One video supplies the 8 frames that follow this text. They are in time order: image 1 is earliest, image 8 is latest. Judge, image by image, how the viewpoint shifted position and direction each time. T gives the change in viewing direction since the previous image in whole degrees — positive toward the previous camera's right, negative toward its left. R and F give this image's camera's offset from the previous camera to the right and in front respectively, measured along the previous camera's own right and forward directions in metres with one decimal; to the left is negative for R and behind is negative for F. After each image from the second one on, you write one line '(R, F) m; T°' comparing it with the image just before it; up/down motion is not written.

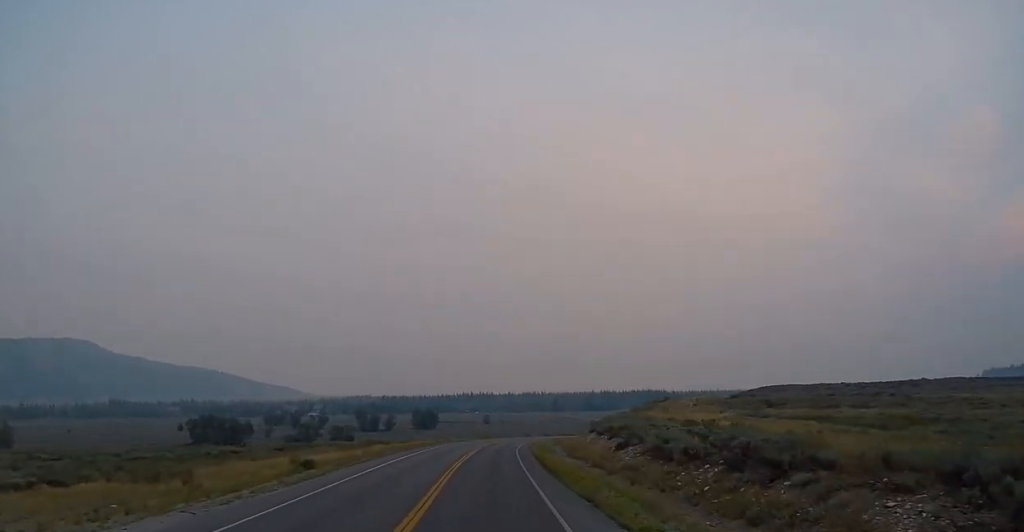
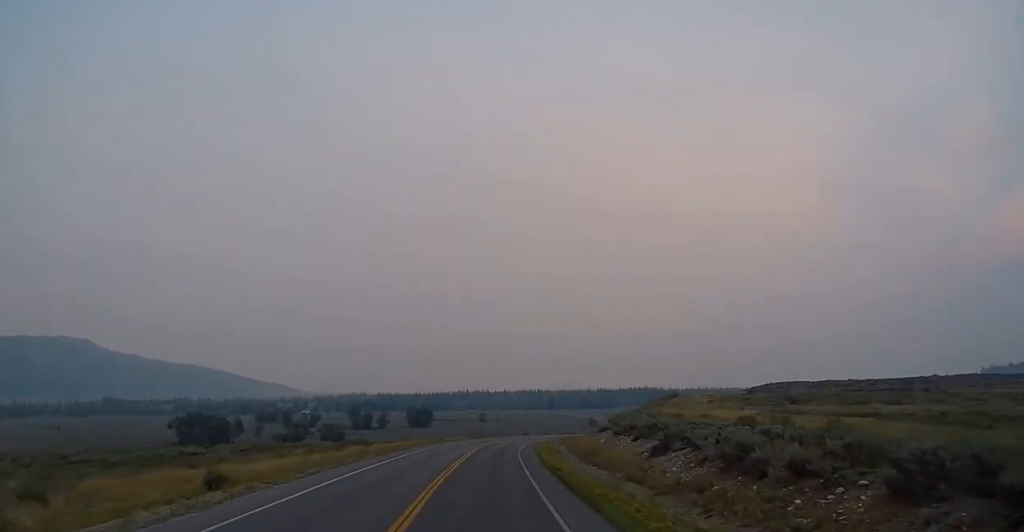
(+0.1, +11.2) m; 0°
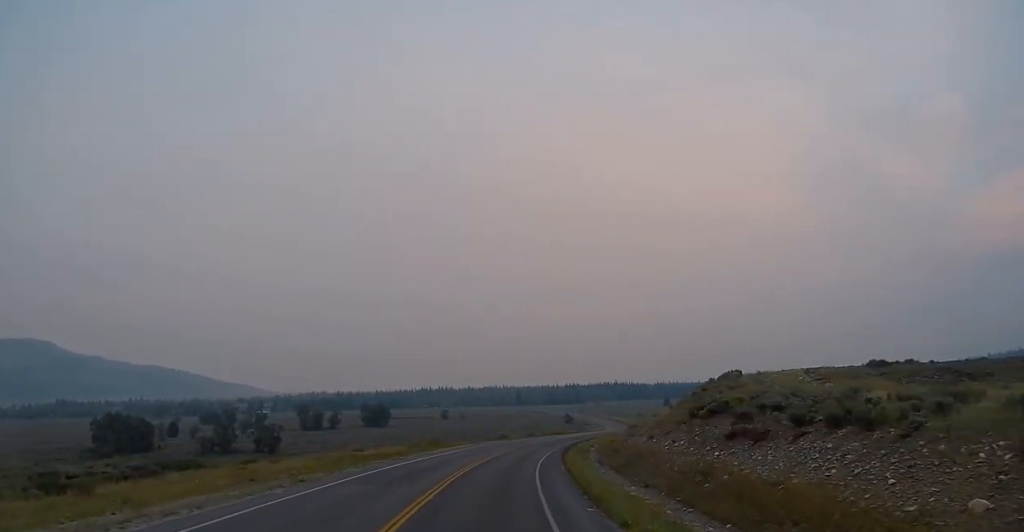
(+0.9, +47.4) m; +3°
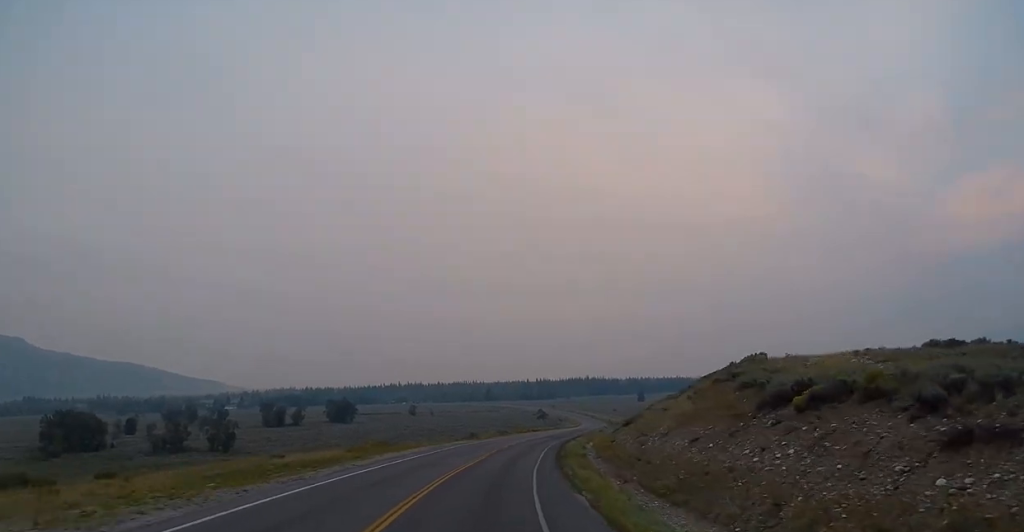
(0.0, +16.2) m; +2°
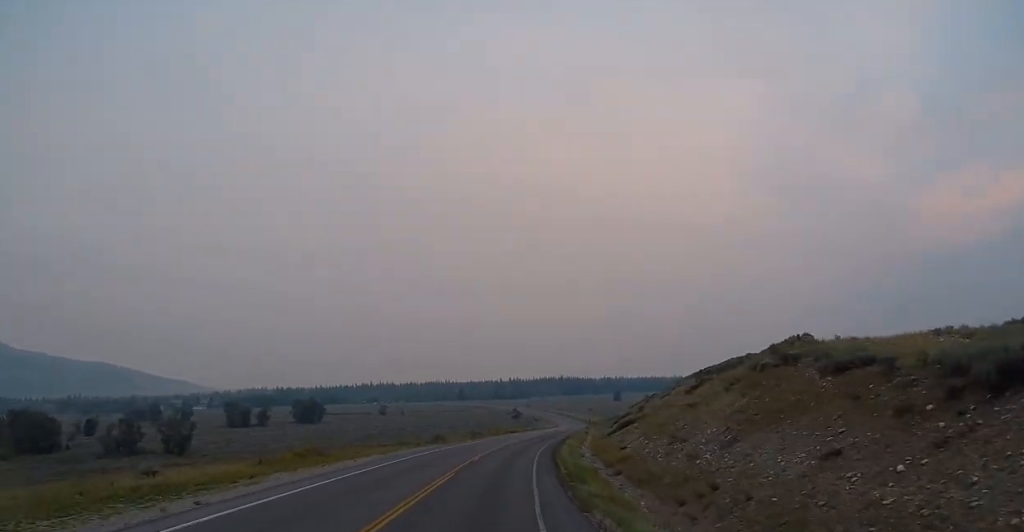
(+0.5, +15.5) m; +2°
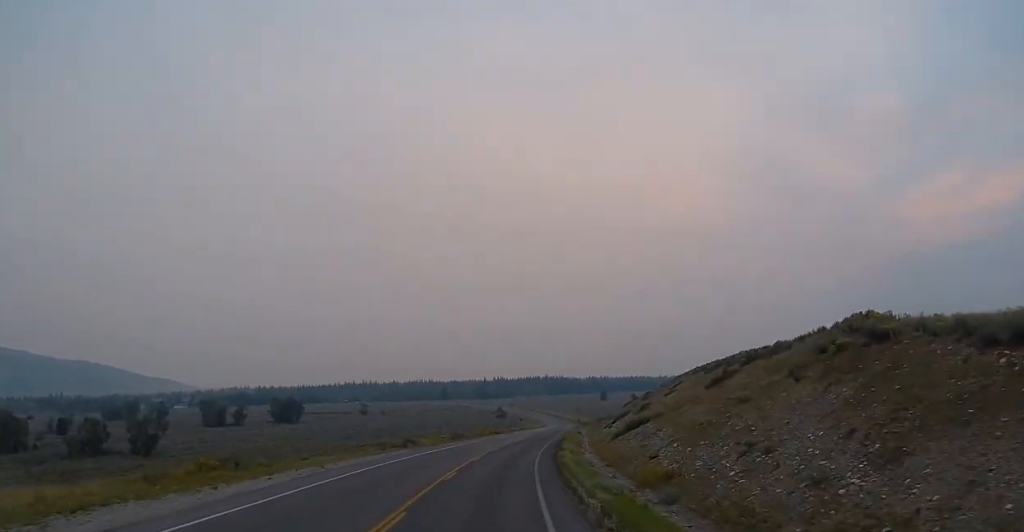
(+0.1, +12.4) m; +1°
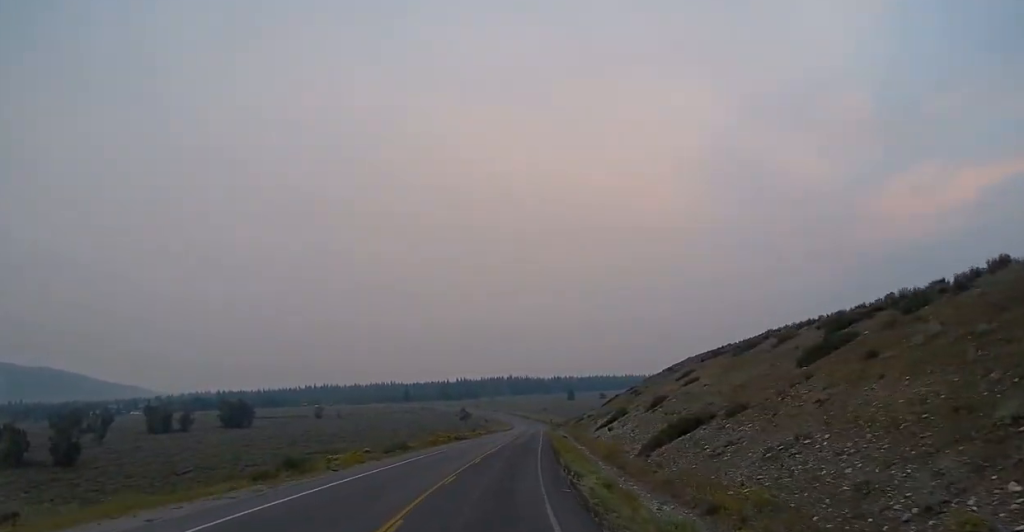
(+0.6, +26.8) m; +3°
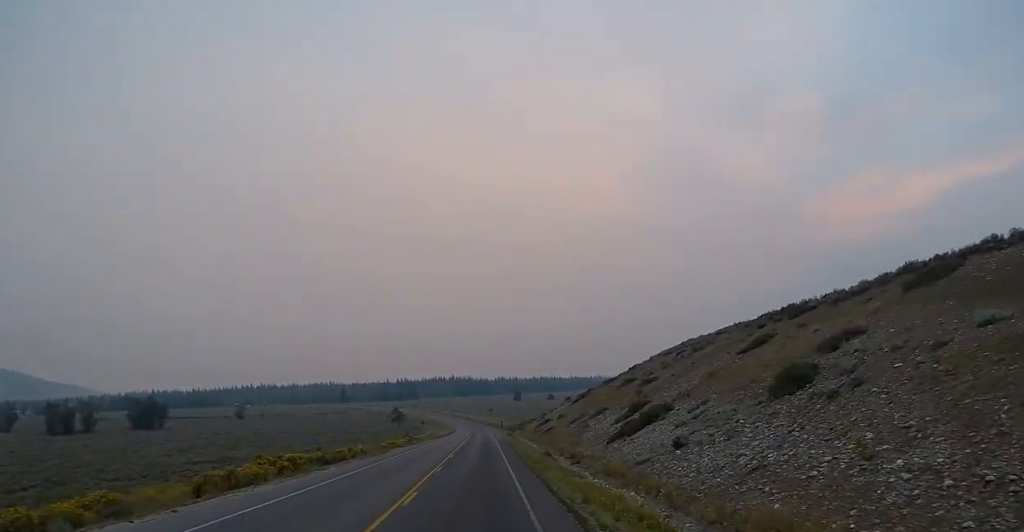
(+1.9, +41.4) m; +4°
